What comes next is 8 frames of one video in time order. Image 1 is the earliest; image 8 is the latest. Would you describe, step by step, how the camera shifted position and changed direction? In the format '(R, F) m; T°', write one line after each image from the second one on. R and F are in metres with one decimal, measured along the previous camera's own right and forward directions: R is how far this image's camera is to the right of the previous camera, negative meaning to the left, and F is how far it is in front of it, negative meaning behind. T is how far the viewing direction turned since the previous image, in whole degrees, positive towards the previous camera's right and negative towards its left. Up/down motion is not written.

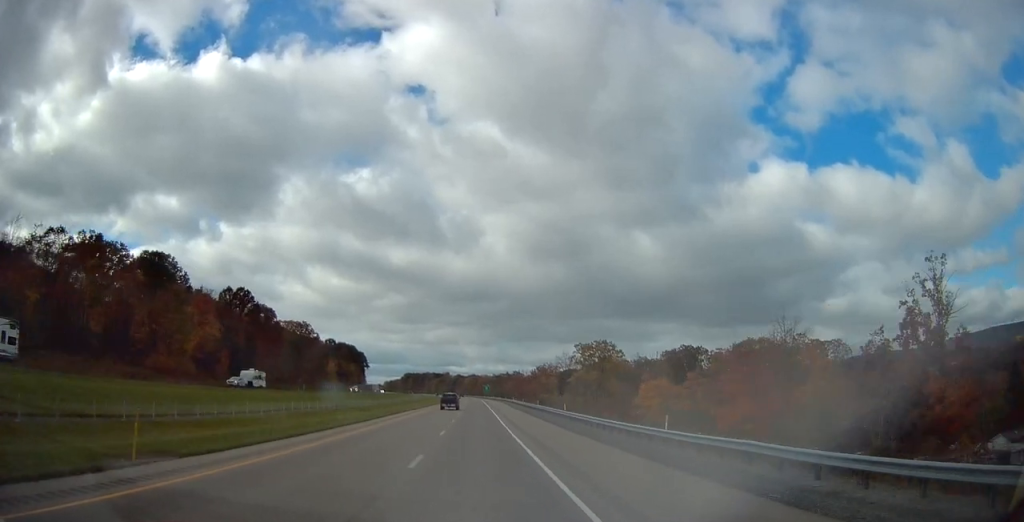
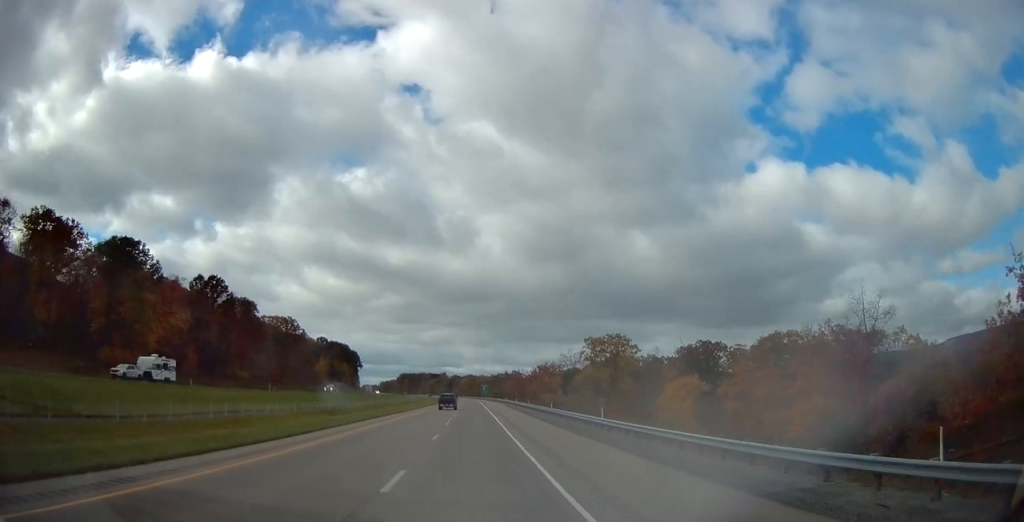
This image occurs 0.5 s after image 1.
(-0.2, +15.8) m; 0°
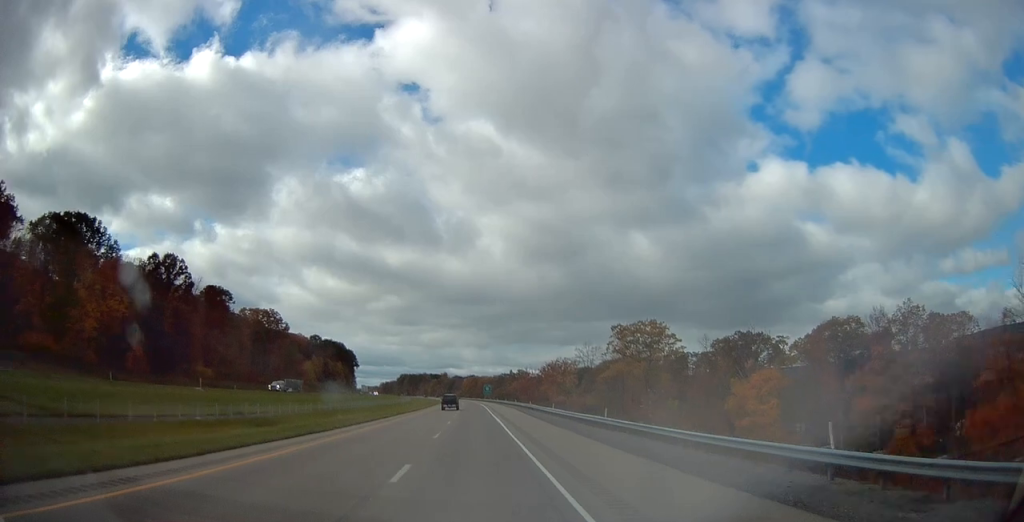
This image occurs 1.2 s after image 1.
(+0.3, +23.1) m; 0°
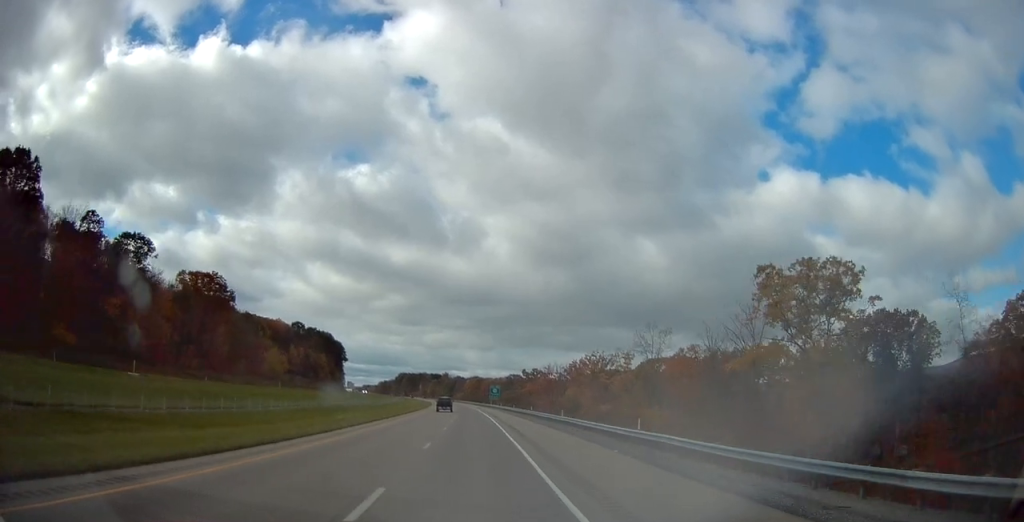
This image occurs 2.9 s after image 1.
(-0.3, +52.5) m; -1°
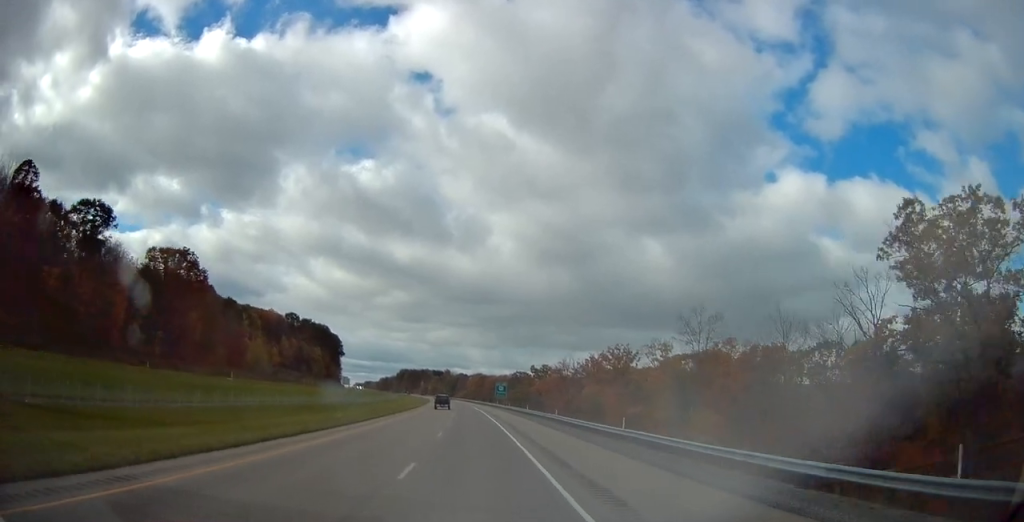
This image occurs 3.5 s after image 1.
(0.0, +19.9) m; 0°
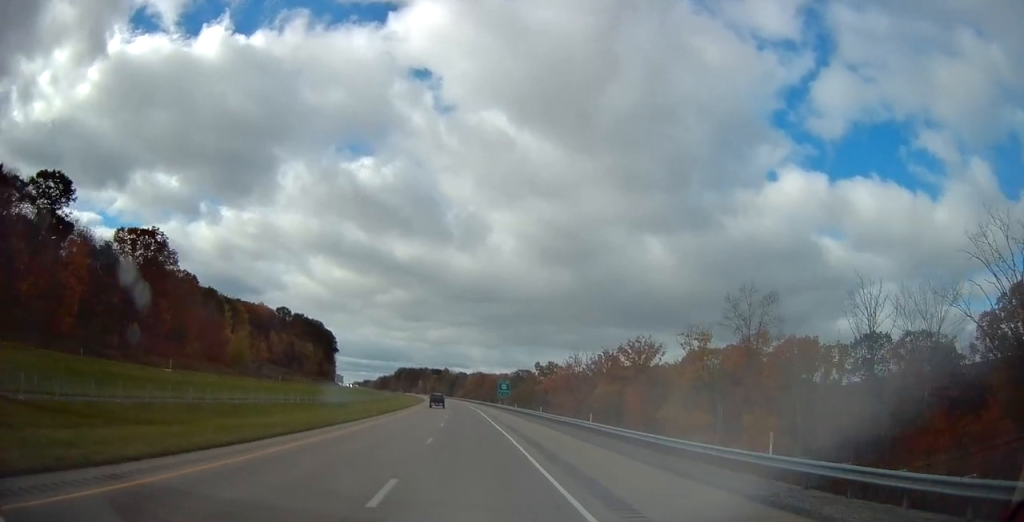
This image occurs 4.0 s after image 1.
(0.0, +15.7) m; 0°
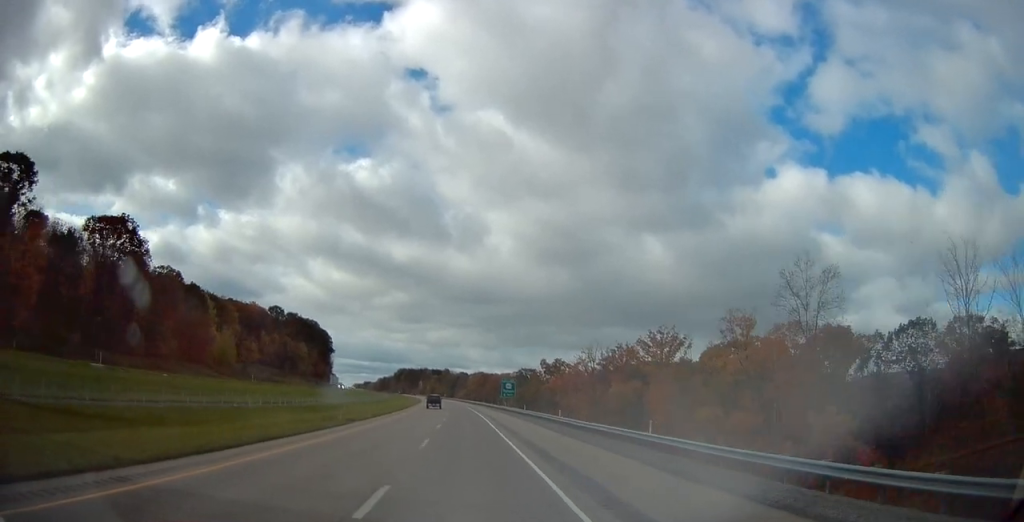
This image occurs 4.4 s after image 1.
(+0.1, +12.6) m; 0°
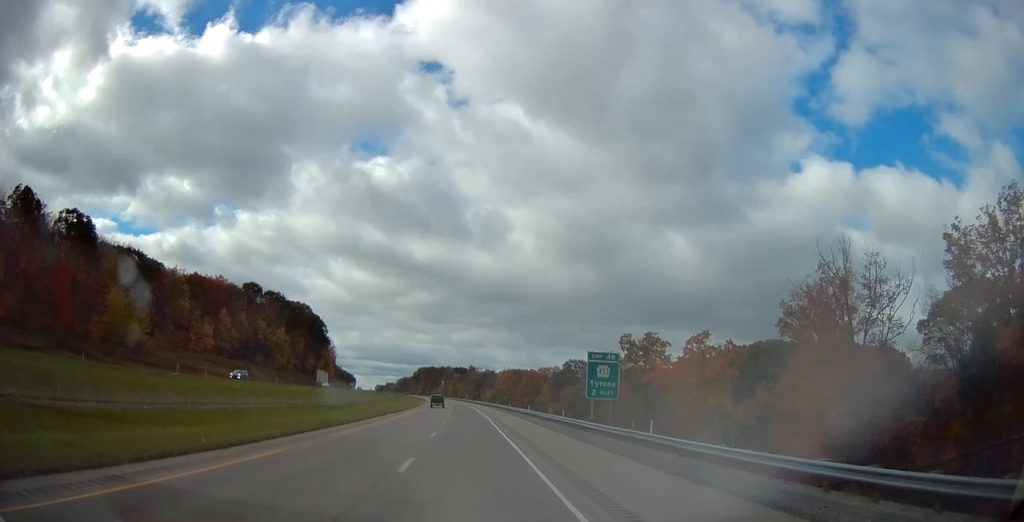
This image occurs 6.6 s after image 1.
(-1.2, +68.1) m; -2°
